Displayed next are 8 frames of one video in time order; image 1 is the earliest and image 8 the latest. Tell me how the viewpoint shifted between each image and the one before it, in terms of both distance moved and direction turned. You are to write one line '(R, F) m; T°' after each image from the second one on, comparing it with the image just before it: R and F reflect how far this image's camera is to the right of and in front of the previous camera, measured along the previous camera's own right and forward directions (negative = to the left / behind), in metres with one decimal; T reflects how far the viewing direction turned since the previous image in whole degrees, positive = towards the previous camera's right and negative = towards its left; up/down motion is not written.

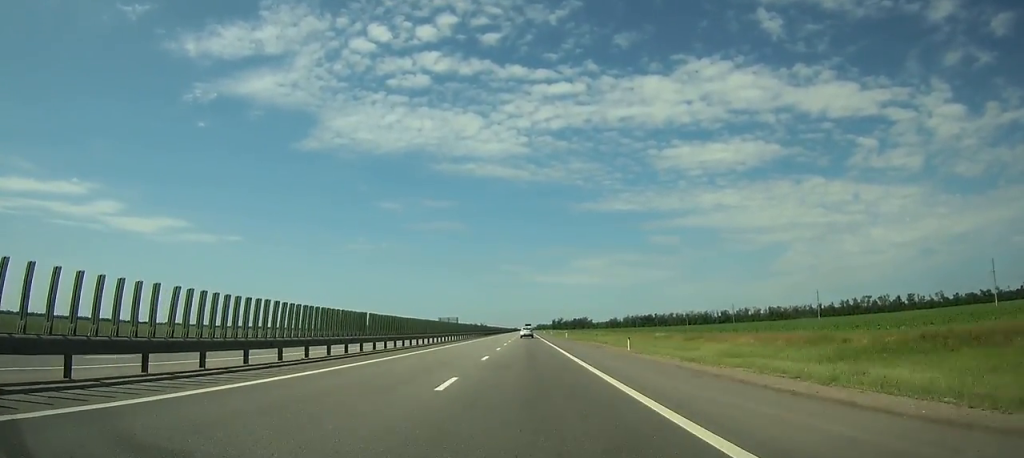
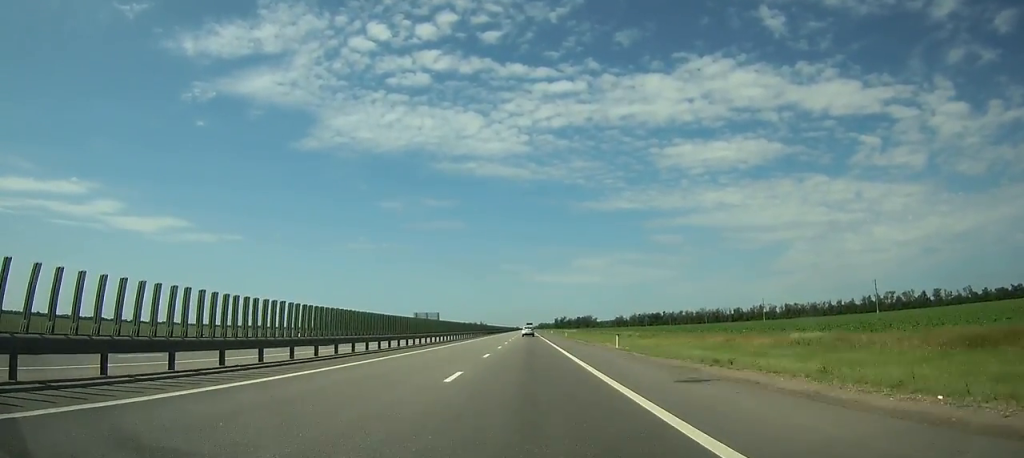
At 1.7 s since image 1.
(0.0, +46.3) m; 0°
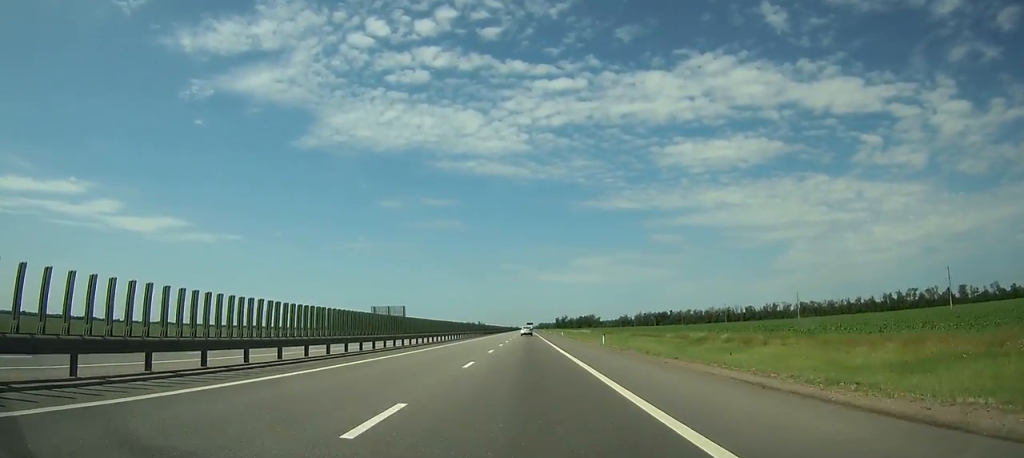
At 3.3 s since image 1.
(0.0, +43.2) m; 0°
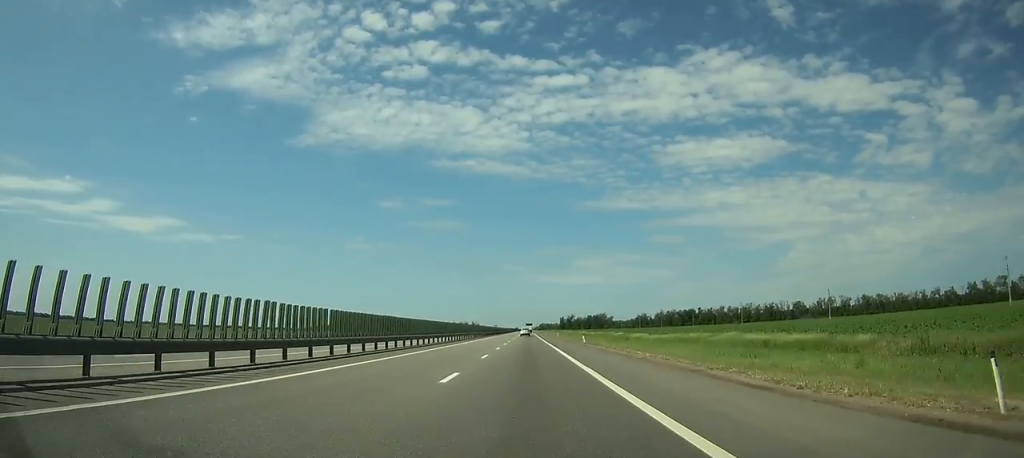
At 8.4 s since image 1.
(-0.3, +132.9) m; 0°
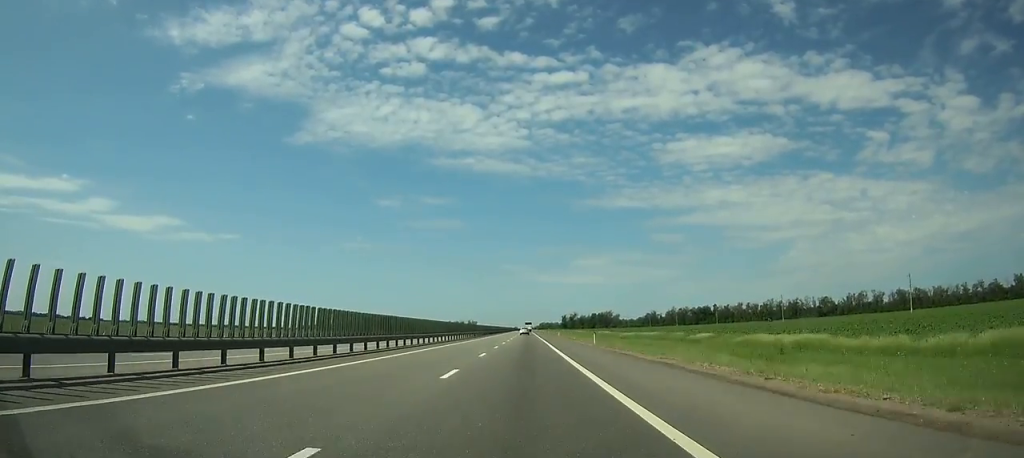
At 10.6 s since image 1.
(0.0, +58.9) m; 0°
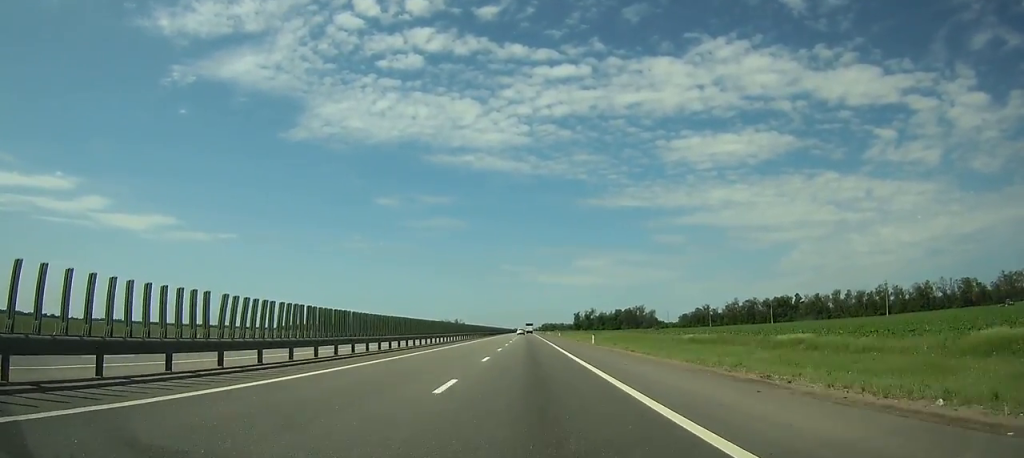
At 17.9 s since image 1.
(0.0, +199.9) m; 0°
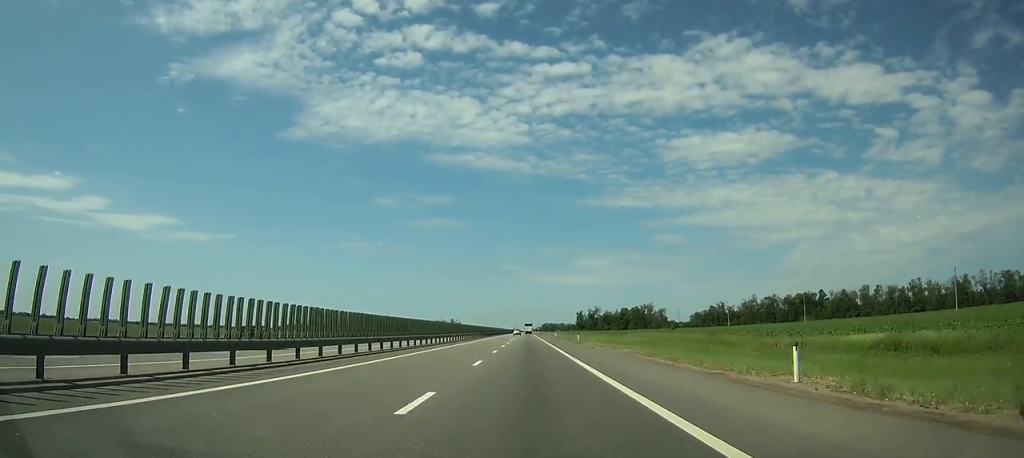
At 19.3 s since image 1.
(0.0, +37.5) m; 0°
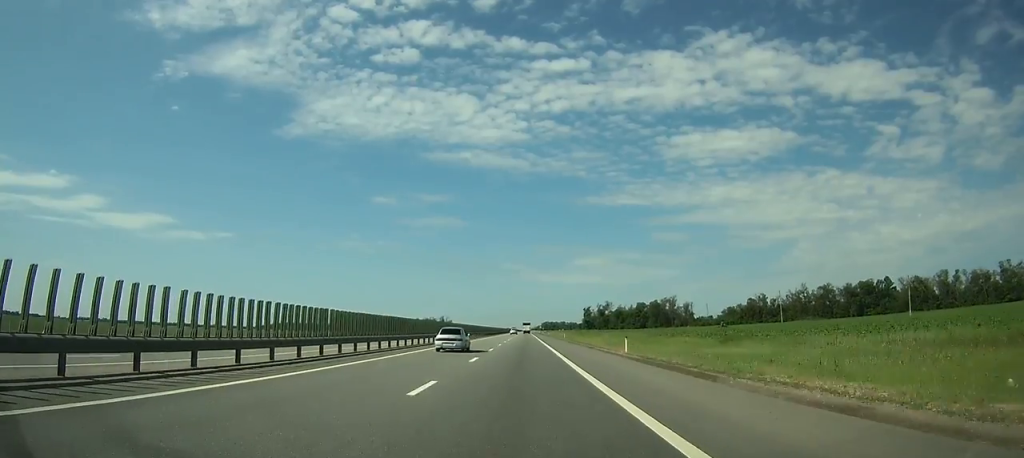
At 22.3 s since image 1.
(-0.1, +80.2) m; 0°
